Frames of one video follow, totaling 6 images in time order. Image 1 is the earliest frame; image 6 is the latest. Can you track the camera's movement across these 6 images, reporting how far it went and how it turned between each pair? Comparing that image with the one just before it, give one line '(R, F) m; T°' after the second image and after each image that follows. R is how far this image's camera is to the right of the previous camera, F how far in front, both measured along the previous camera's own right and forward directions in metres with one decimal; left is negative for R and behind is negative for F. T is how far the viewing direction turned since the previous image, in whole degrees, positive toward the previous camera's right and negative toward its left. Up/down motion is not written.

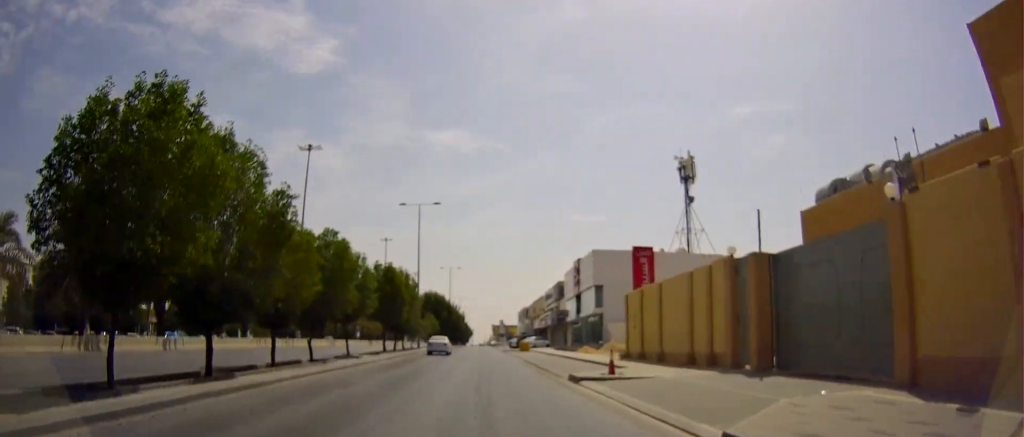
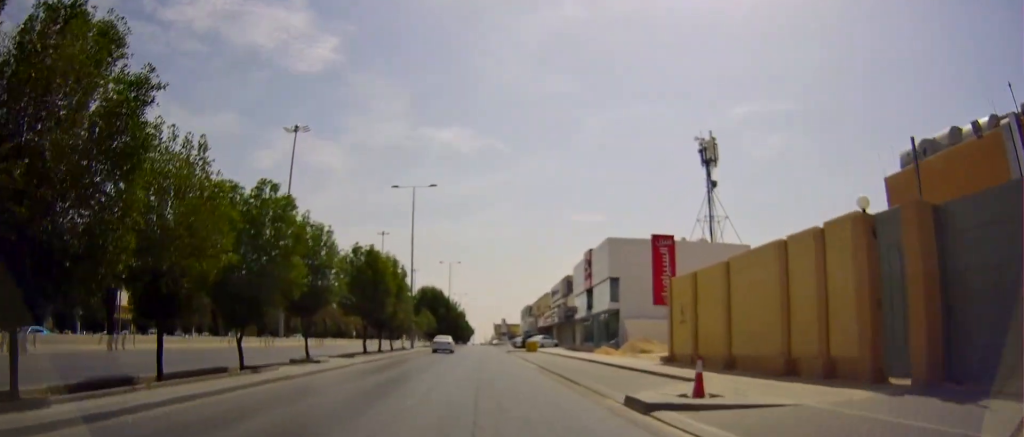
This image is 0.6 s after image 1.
(0.0, +6.8) m; -1°
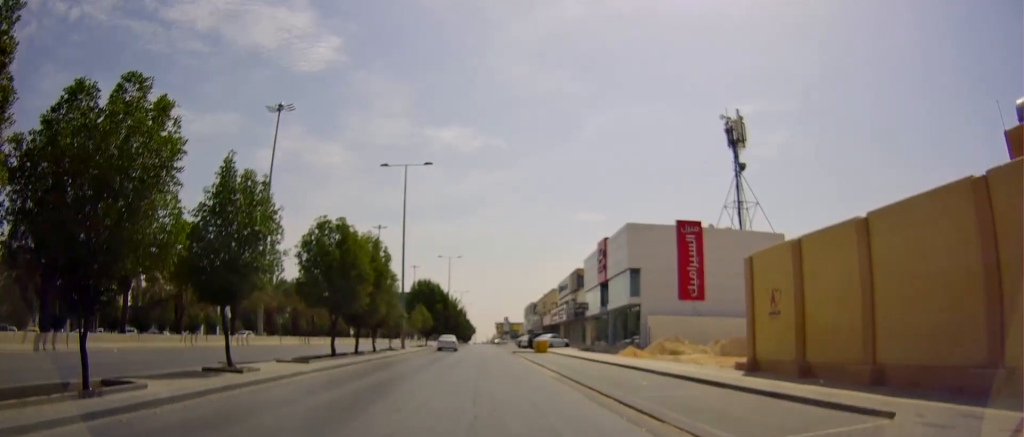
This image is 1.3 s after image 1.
(-0.1, +7.1) m; -1°
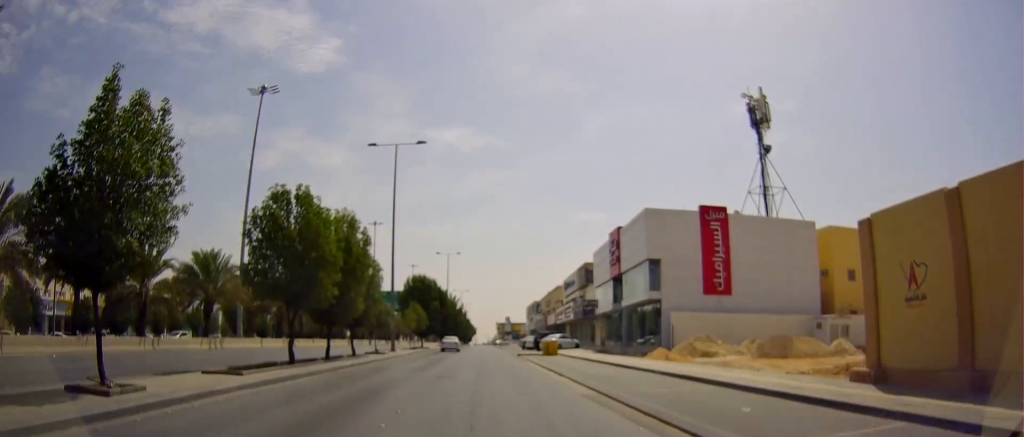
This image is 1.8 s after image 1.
(0.0, +5.8) m; +1°
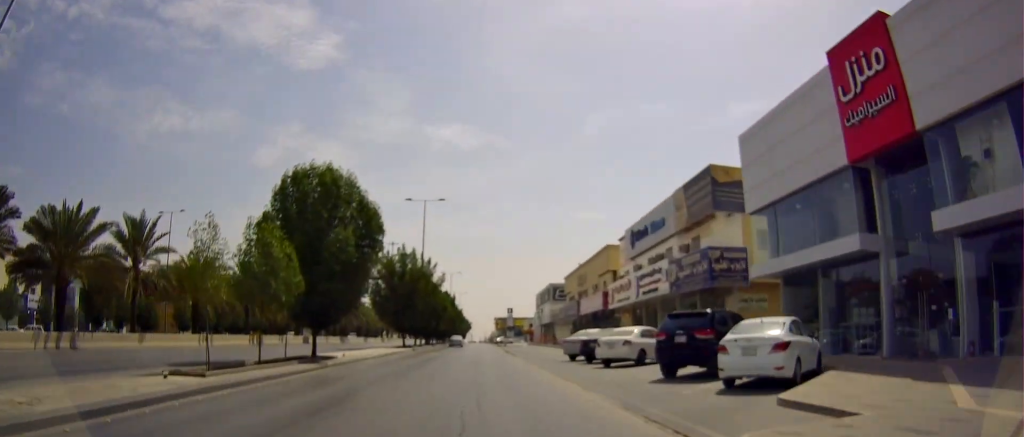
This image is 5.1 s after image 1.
(+0.1, +39.0) m; +2°
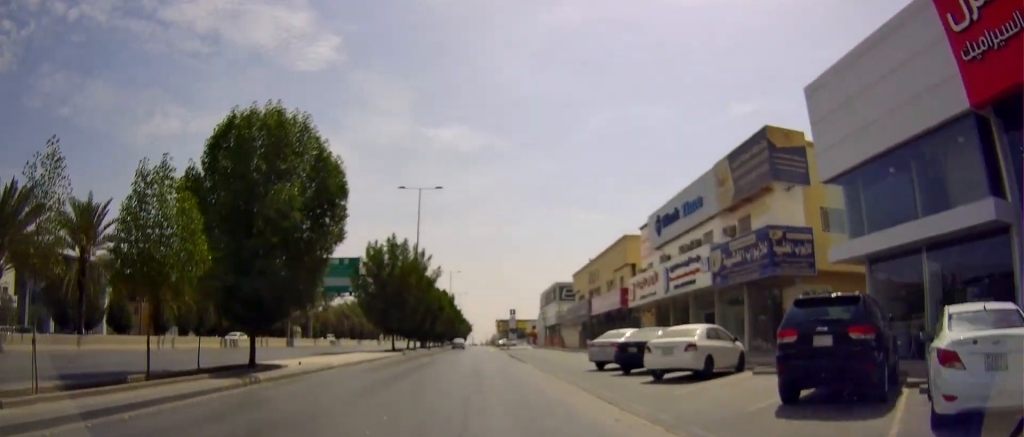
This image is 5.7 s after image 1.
(0.0, +6.7) m; 0°
